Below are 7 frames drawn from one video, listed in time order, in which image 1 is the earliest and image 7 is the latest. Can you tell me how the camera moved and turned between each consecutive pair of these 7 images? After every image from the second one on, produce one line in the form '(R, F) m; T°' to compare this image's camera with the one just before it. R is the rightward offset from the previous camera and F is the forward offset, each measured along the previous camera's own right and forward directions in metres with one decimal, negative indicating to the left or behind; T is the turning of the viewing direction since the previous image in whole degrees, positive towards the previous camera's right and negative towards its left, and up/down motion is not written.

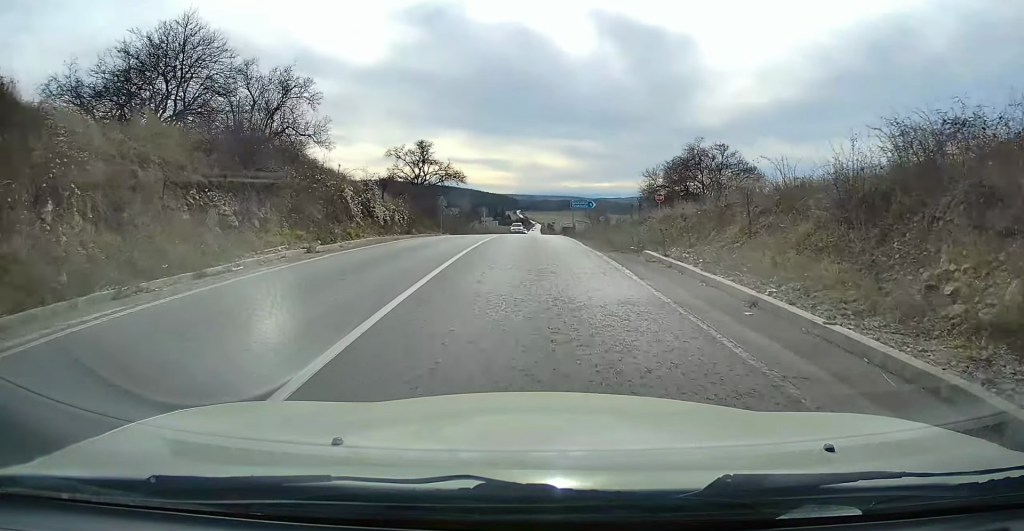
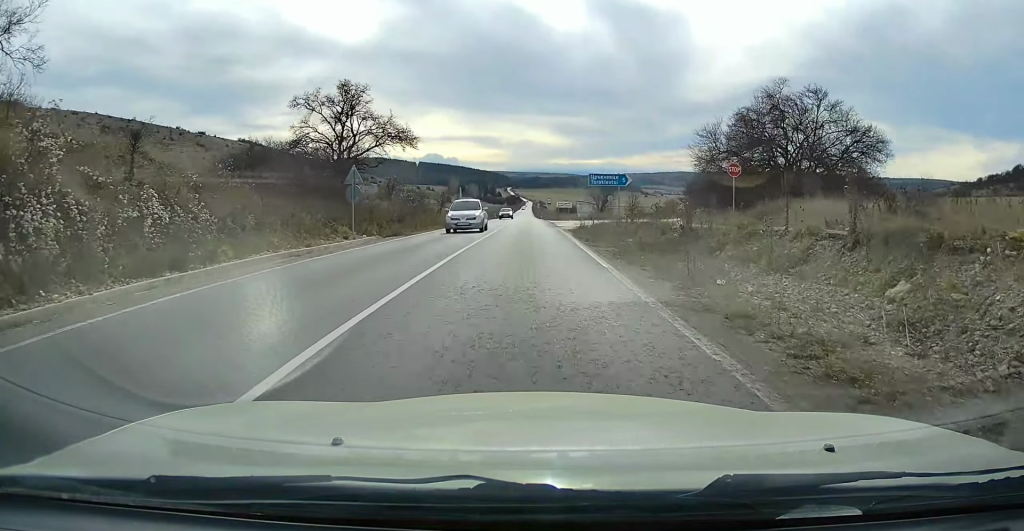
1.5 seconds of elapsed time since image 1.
(0.0, +22.5) m; 0°
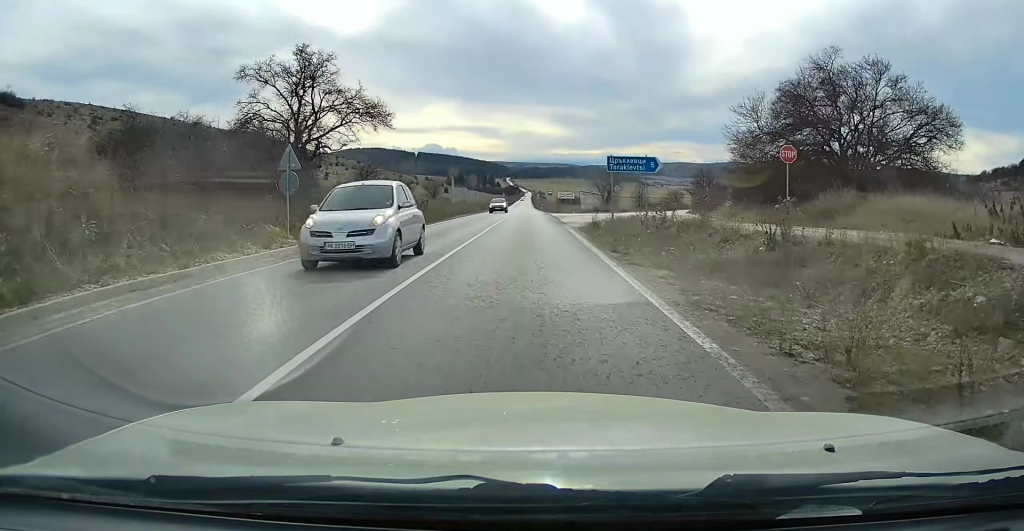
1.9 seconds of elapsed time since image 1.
(0.0, +7.2) m; 0°
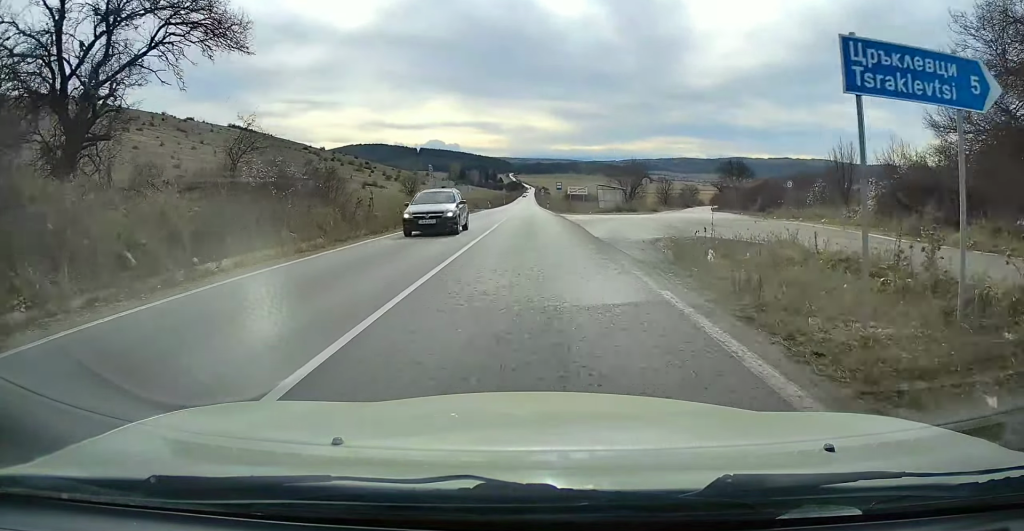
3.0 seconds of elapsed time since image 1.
(0.0, +17.3) m; 0°
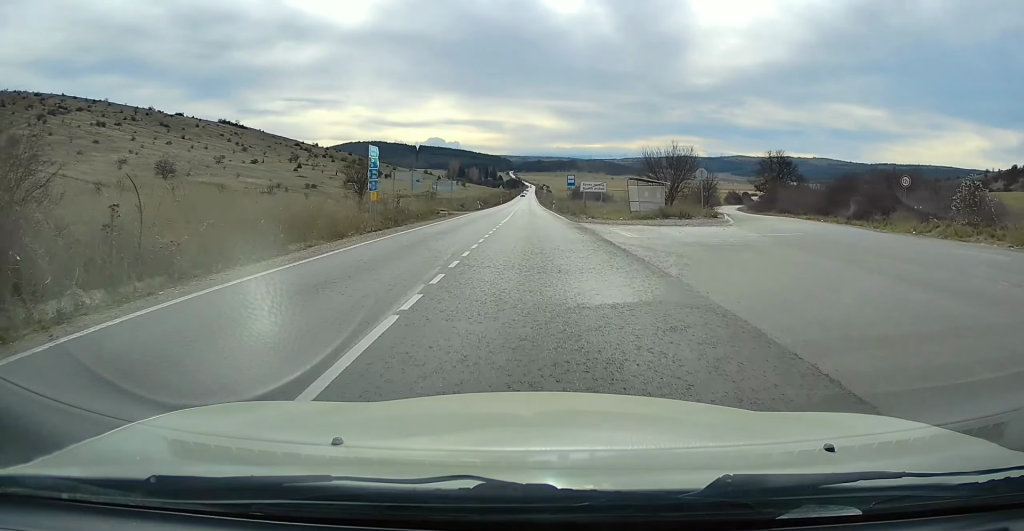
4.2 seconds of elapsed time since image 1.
(0.0, +19.4) m; 0°
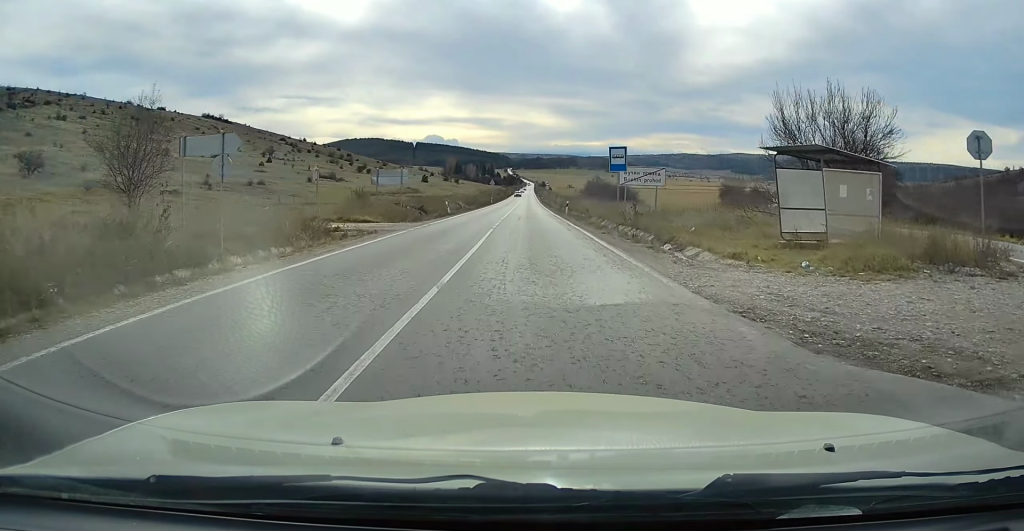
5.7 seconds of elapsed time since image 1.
(+0.1, +27.7) m; 0°
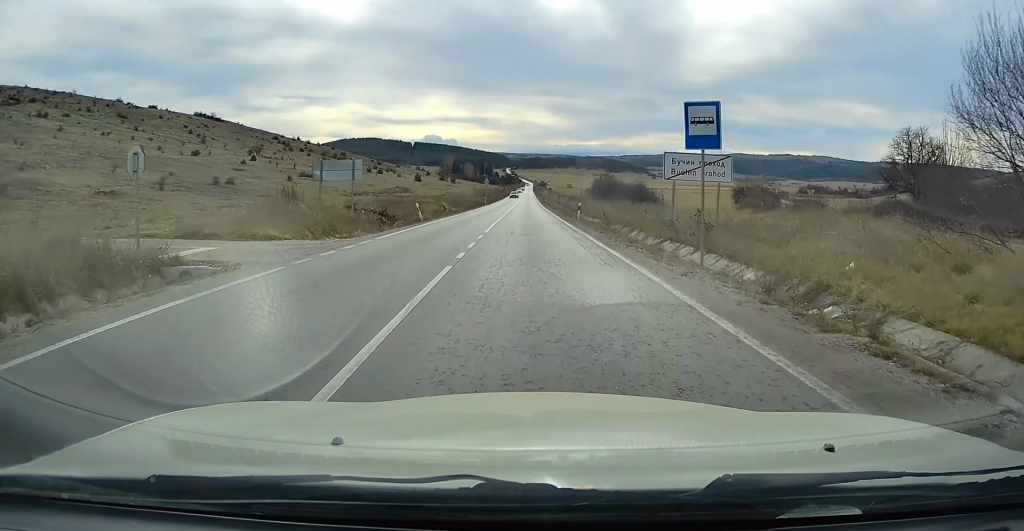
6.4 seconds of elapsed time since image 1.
(+0.1, +11.6) m; 0°
